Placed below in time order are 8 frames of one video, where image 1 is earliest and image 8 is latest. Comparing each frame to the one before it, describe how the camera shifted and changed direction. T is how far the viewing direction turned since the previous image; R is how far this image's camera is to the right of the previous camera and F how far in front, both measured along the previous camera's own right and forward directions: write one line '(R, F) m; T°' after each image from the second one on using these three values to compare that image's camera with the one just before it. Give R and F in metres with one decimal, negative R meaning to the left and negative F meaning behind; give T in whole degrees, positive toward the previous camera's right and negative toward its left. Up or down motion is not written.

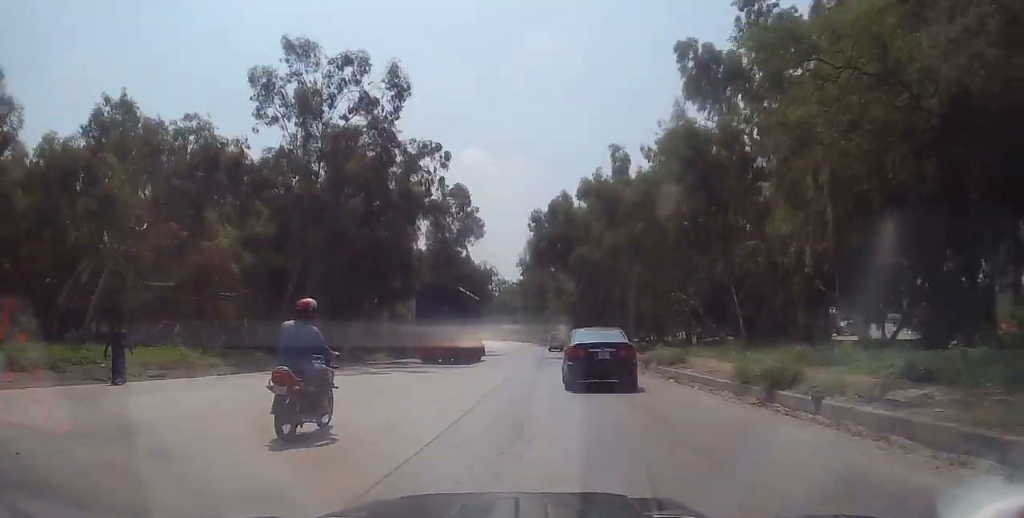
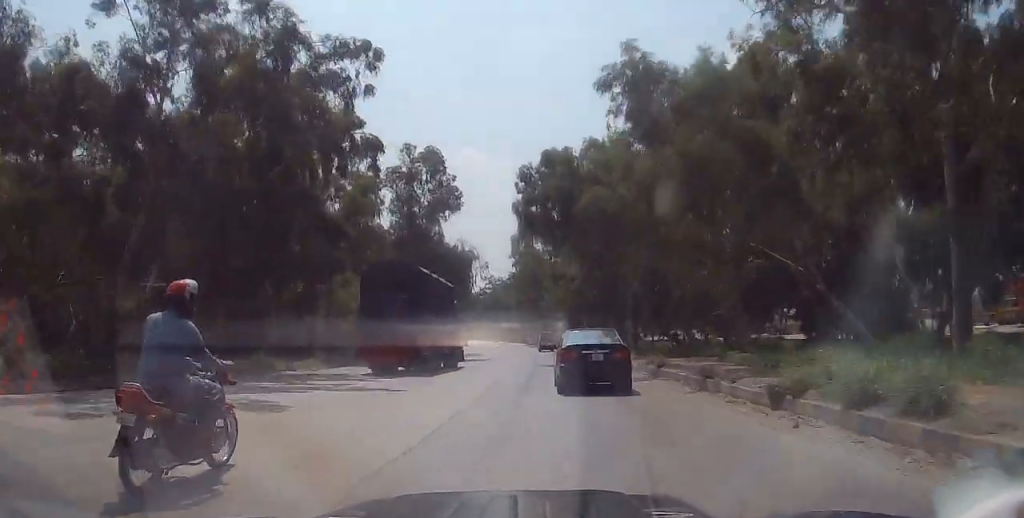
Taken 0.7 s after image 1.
(0.0, +14.0) m; 0°
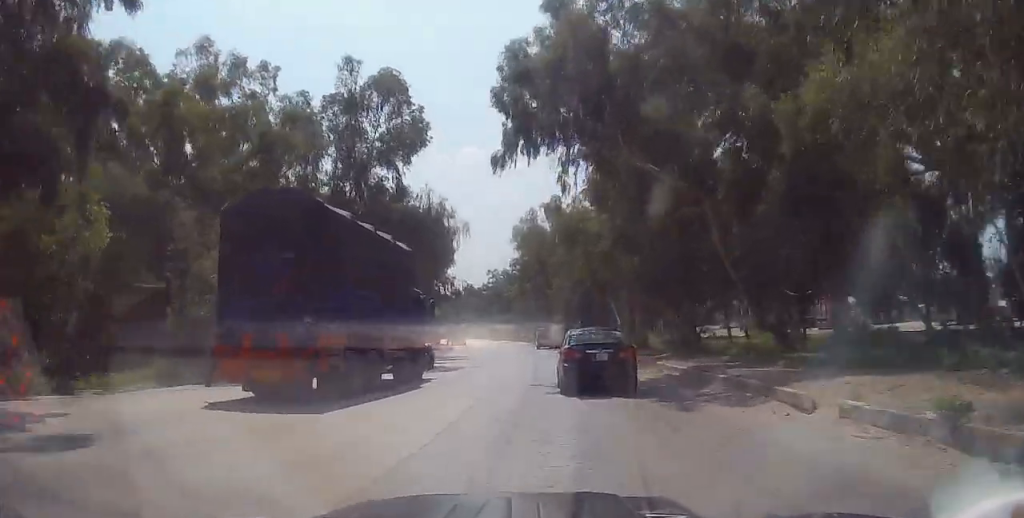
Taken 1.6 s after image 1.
(0.0, +16.5) m; 0°
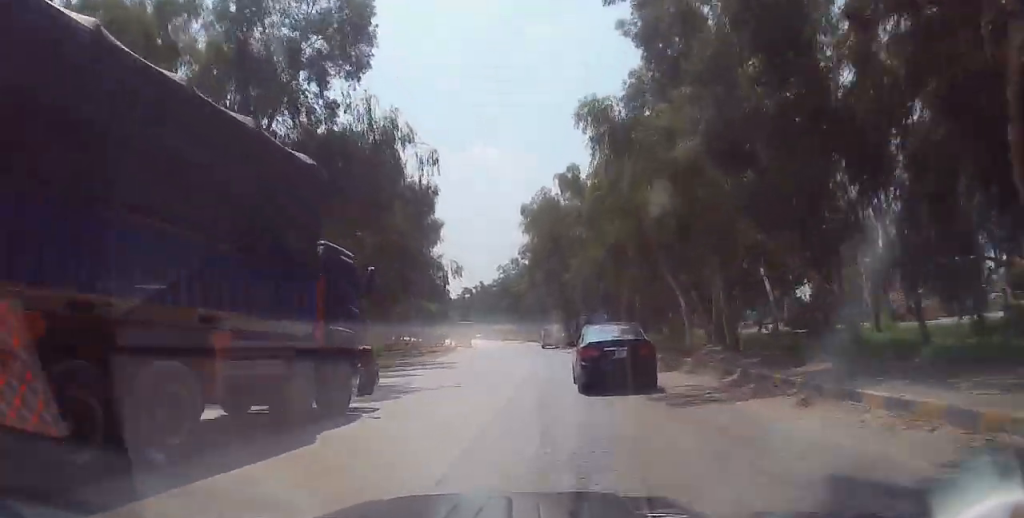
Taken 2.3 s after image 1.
(0.0, +13.3) m; 0°
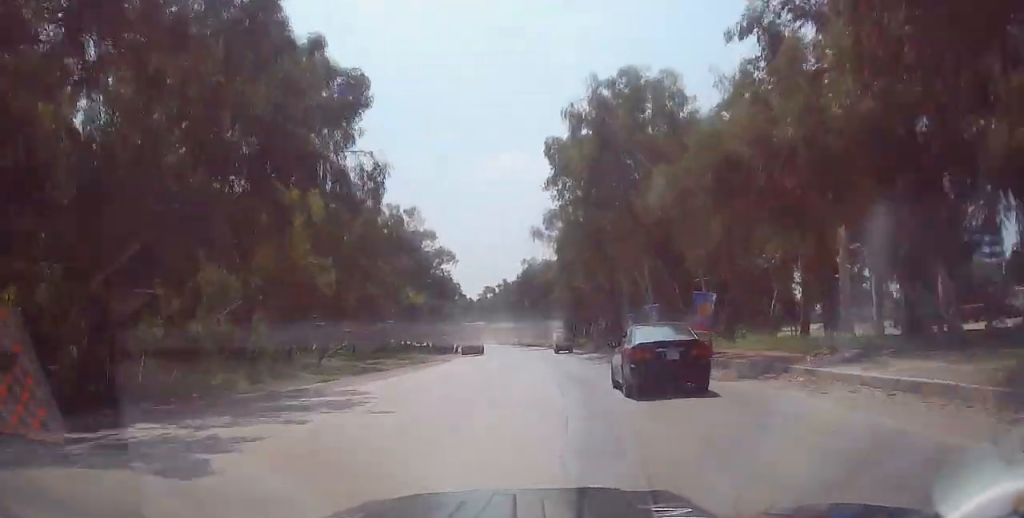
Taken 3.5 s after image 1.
(-0.3, +23.3) m; -3°
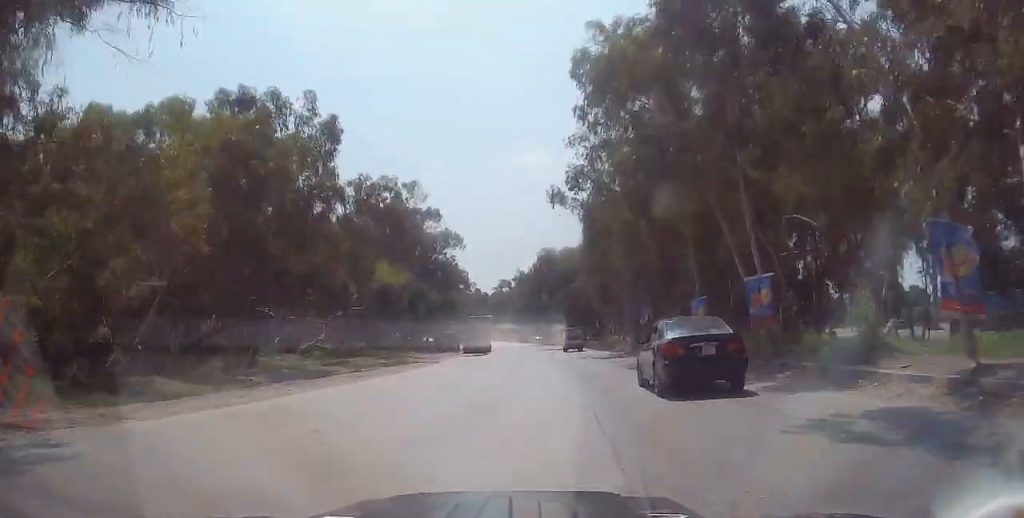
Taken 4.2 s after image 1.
(-0.3, +13.3) m; -2°
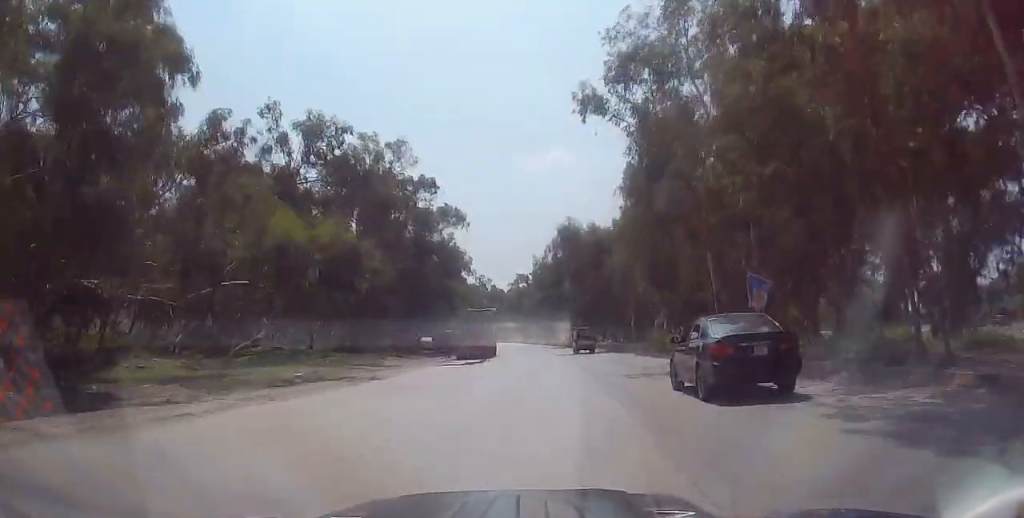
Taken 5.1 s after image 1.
(-0.4, +17.3) m; -1°
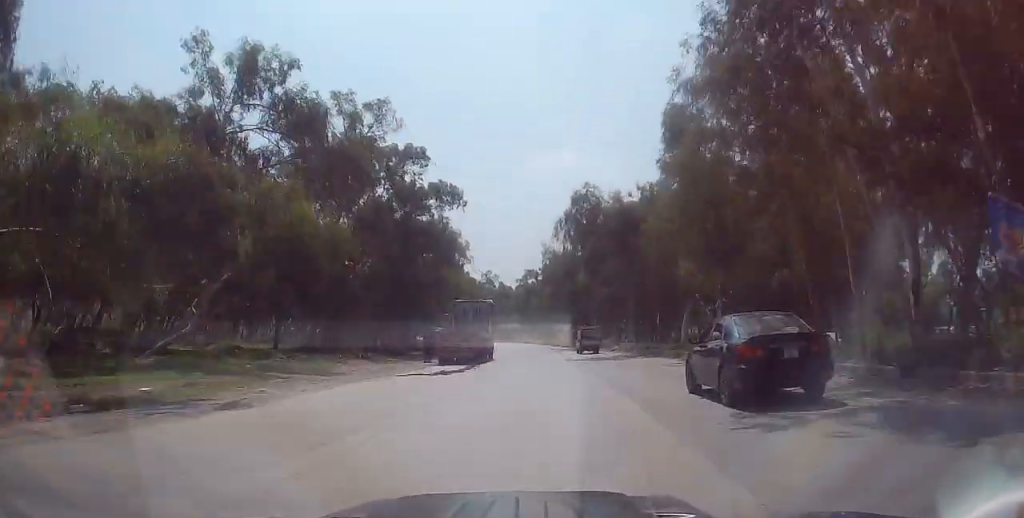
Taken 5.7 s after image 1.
(0.0, +11.0) m; -1°
